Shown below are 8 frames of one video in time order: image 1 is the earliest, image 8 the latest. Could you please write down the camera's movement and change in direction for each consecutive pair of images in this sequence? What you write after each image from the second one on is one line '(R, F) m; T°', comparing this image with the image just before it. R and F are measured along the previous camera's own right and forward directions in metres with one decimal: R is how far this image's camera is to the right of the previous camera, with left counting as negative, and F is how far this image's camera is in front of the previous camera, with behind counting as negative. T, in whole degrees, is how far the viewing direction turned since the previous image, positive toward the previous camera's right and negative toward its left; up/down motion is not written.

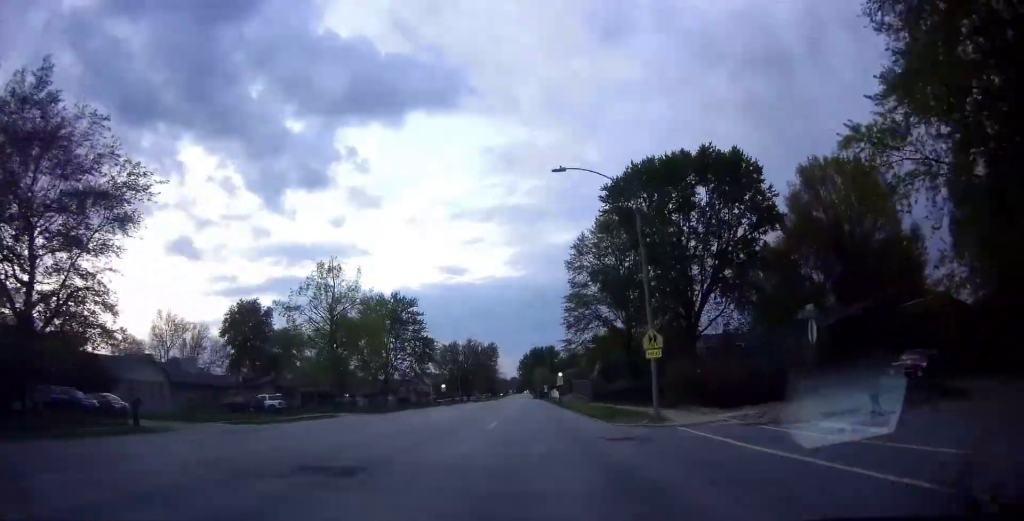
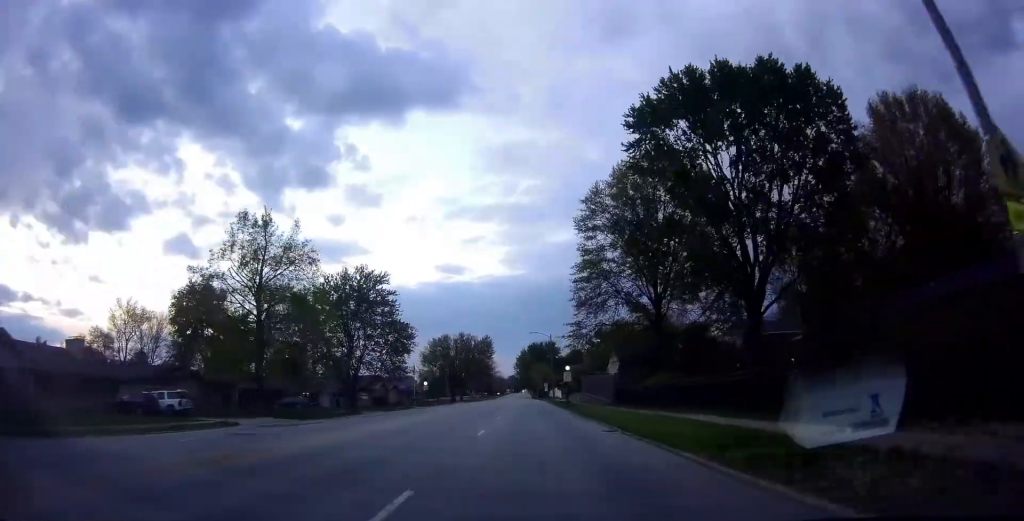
(+0.7, +16.8) m; 0°
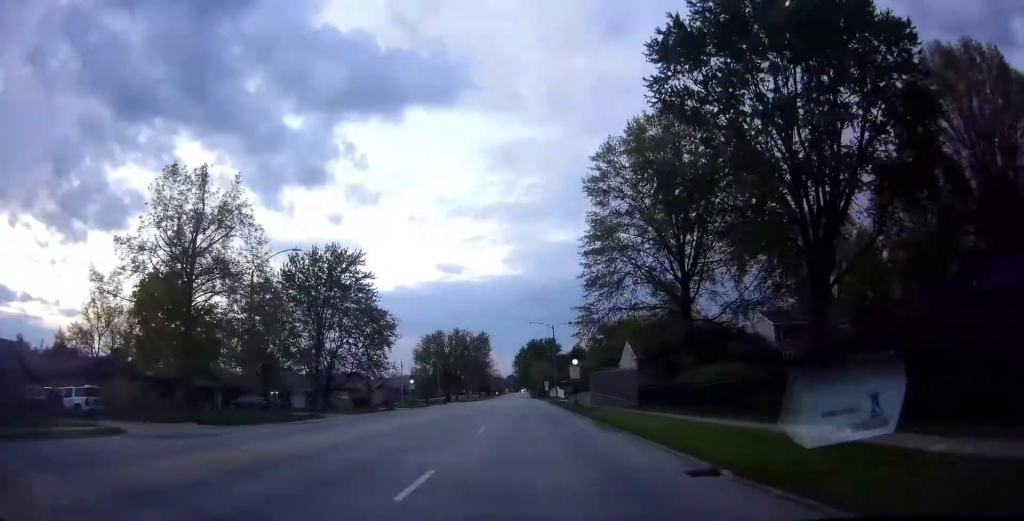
(-0.3, +10.7) m; -2°
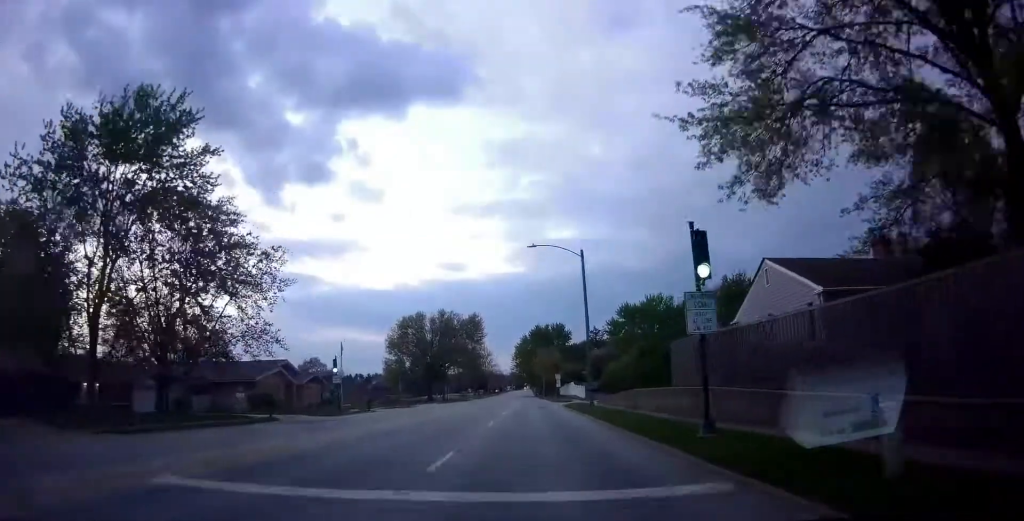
(0.0, +33.6) m; -1°
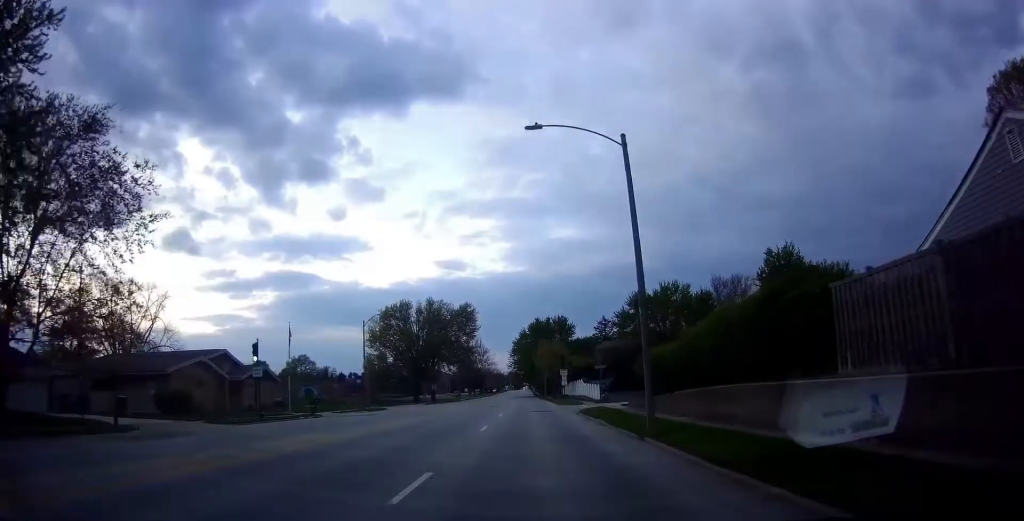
(-0.2, +15.2) m; -2°
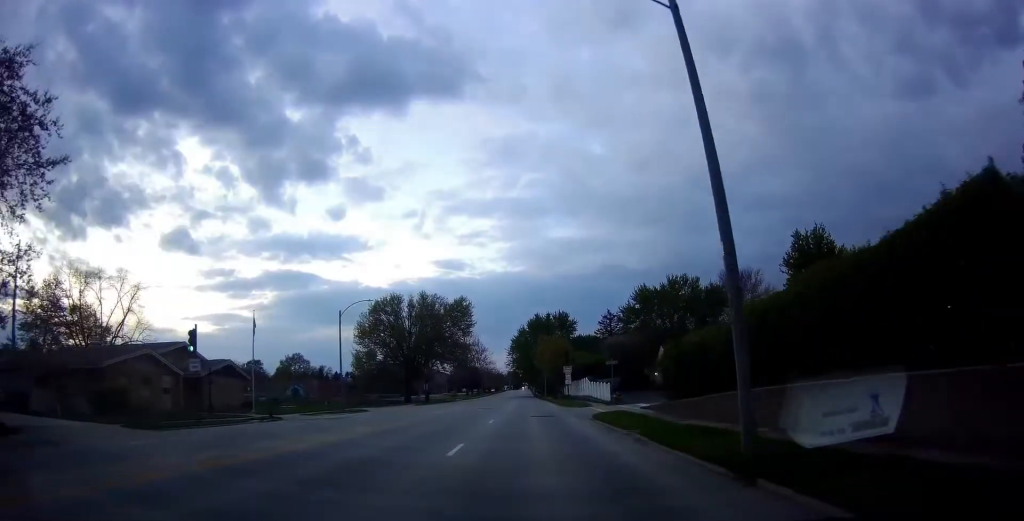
(-0.4, +7.5) m; 0°
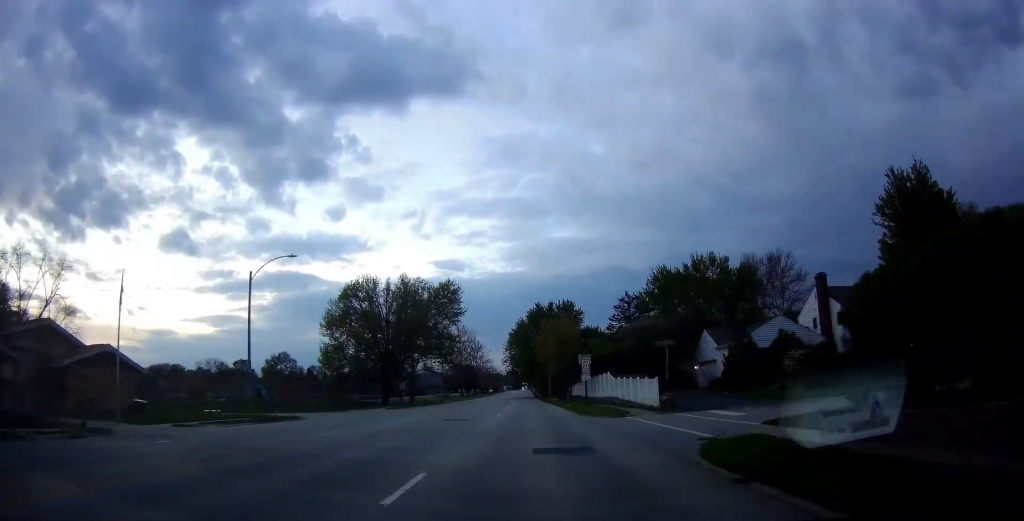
(+0.5, +17.2) m; +2°
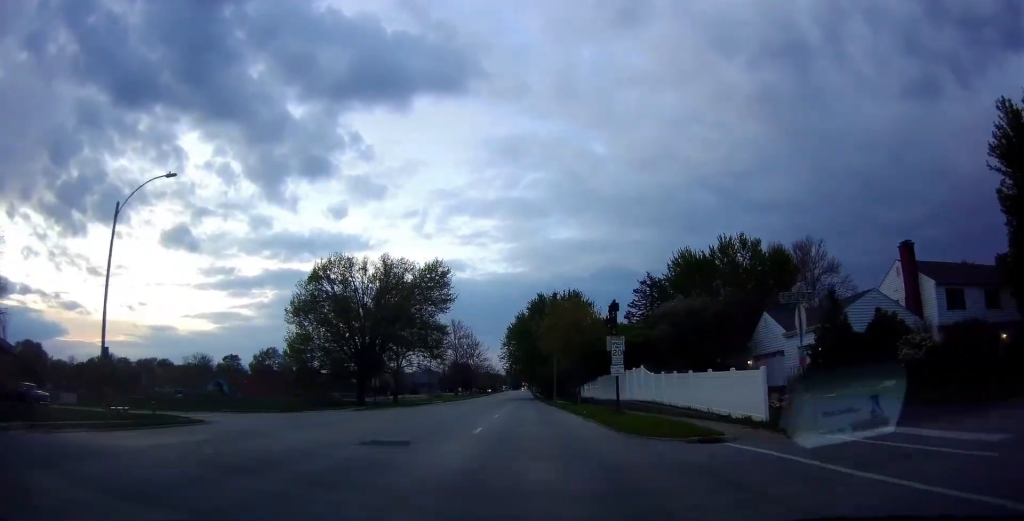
(+0.1, +14.1) m; 0°
